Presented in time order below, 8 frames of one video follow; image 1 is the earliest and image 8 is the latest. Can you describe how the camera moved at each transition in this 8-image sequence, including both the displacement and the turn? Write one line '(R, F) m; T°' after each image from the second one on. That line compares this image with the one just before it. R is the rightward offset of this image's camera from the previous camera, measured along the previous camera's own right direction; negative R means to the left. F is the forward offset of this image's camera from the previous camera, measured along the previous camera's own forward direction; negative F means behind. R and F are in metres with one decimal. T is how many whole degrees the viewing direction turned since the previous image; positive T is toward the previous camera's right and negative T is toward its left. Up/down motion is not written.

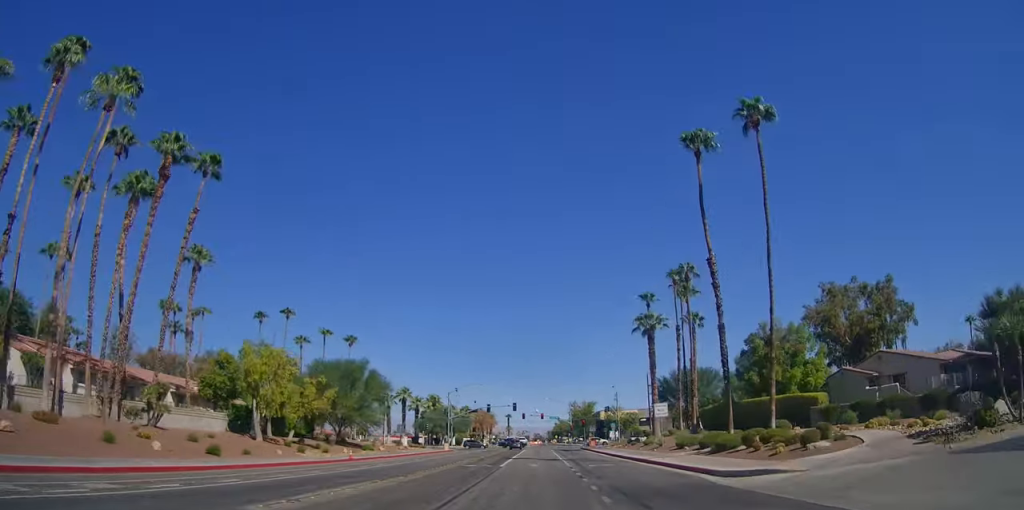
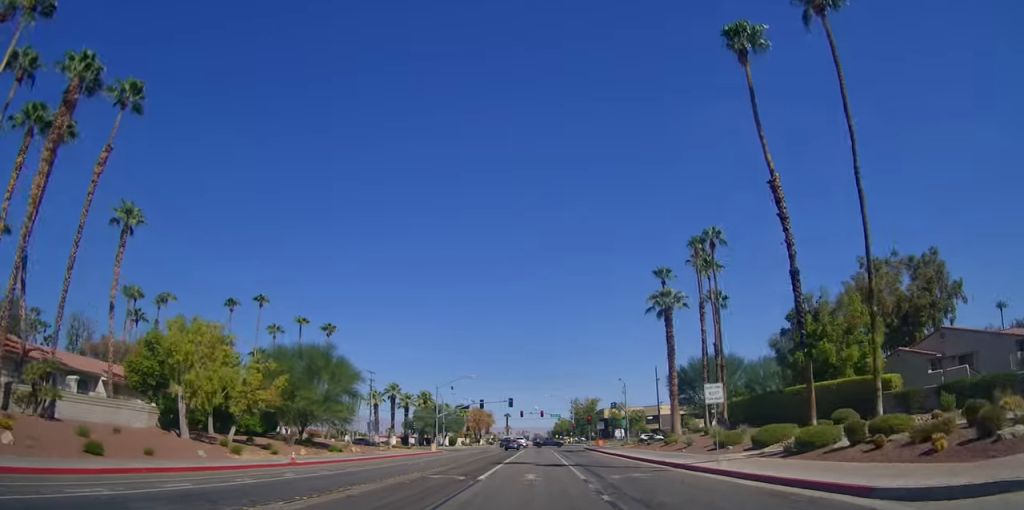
(0.0, +10.2) m; 0°
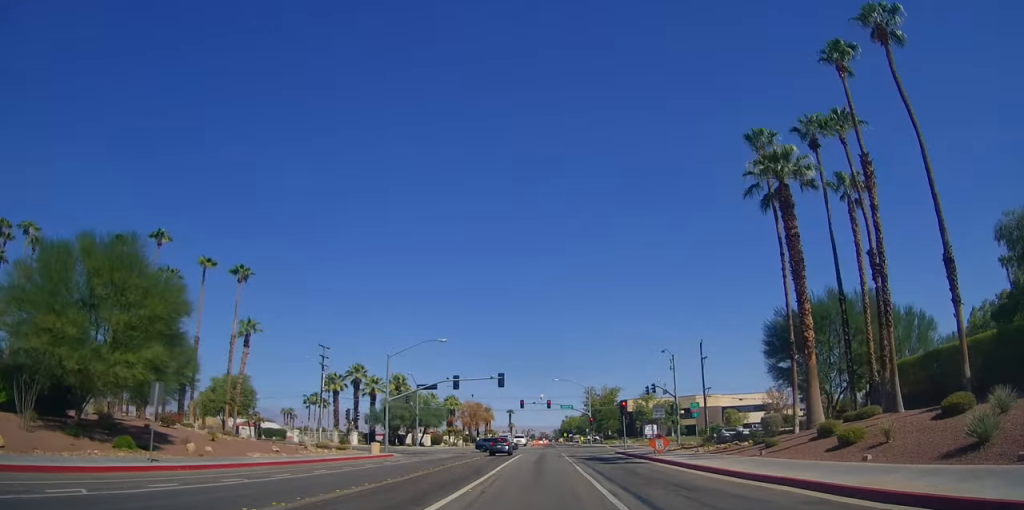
(0.0, +32.4) m; 0°
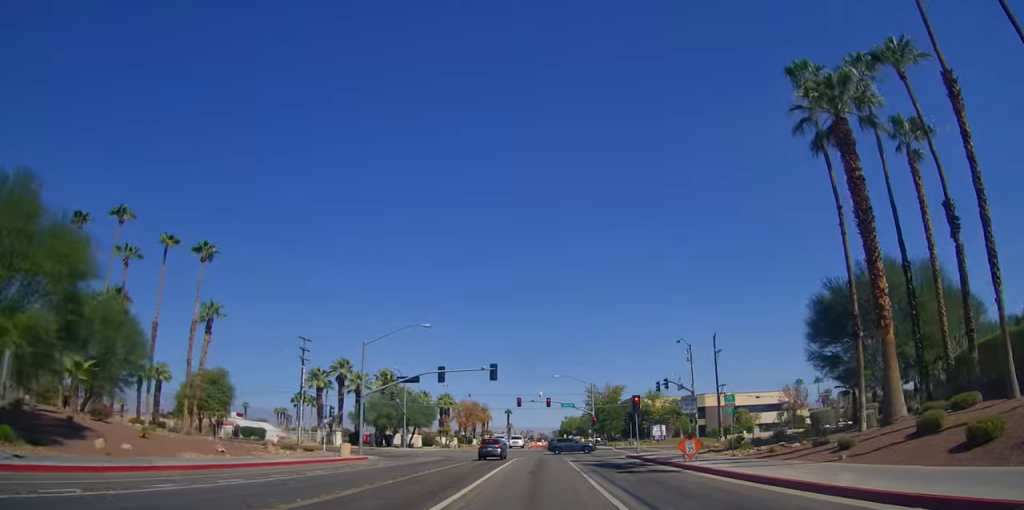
(0.0, +9.2) m; 0°
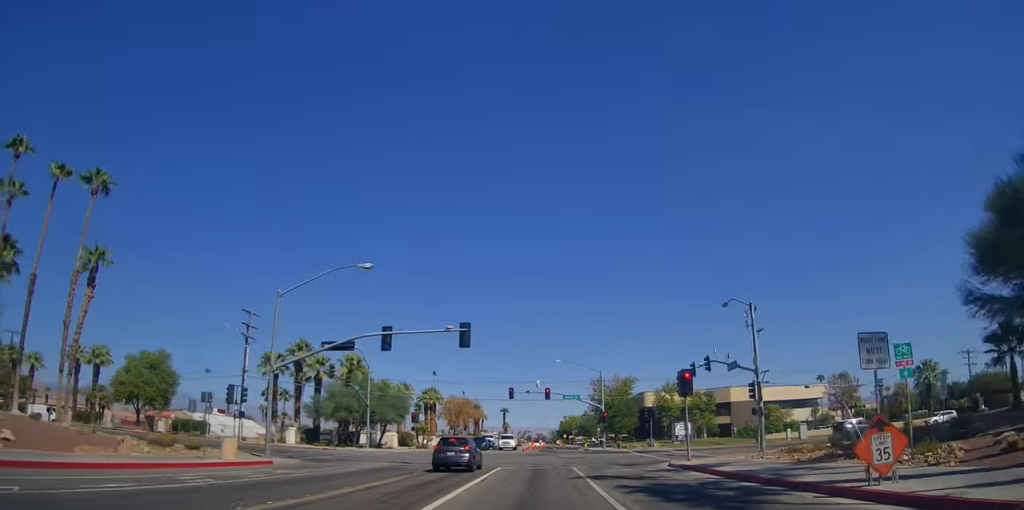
(0.0, +19.6) m; 0°
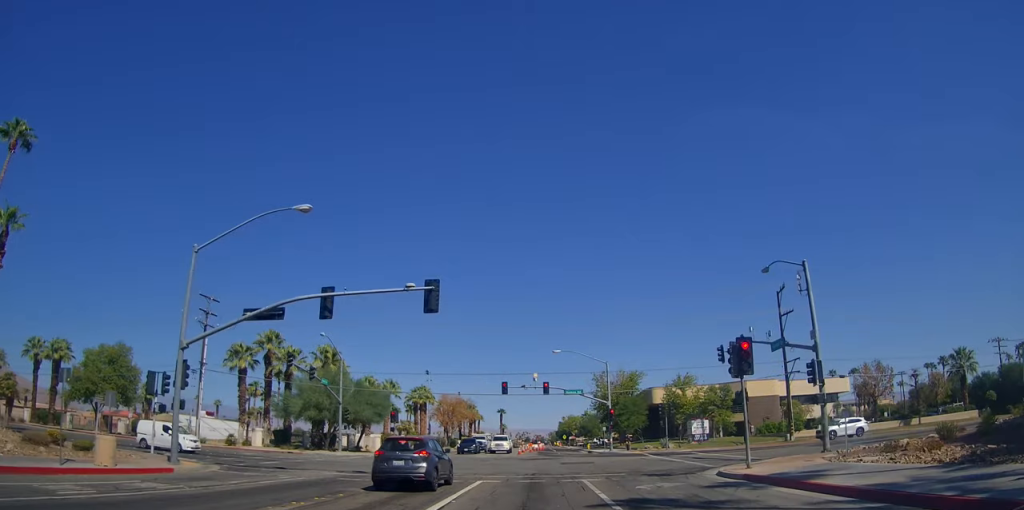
(0.0, +10.5) m; 0°
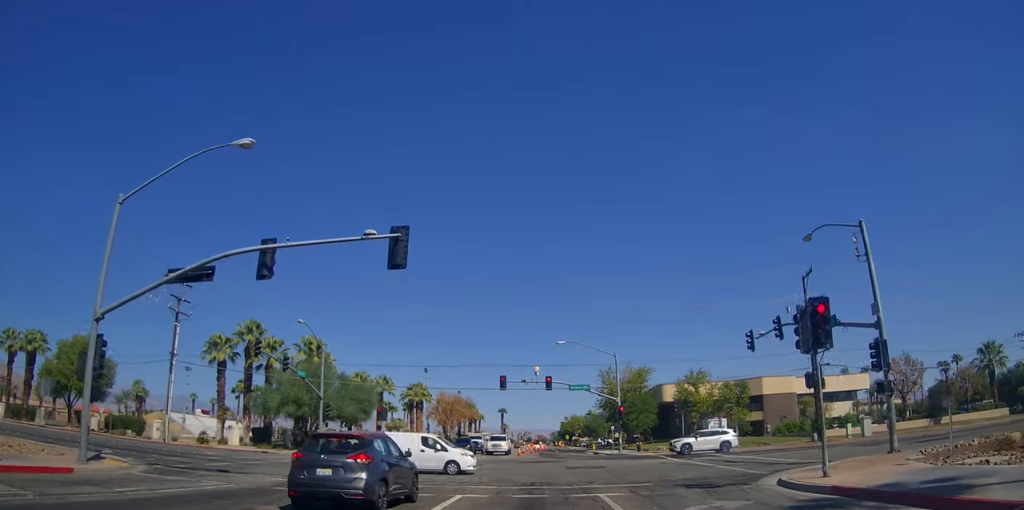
(0.0, +7.1) m; 0°
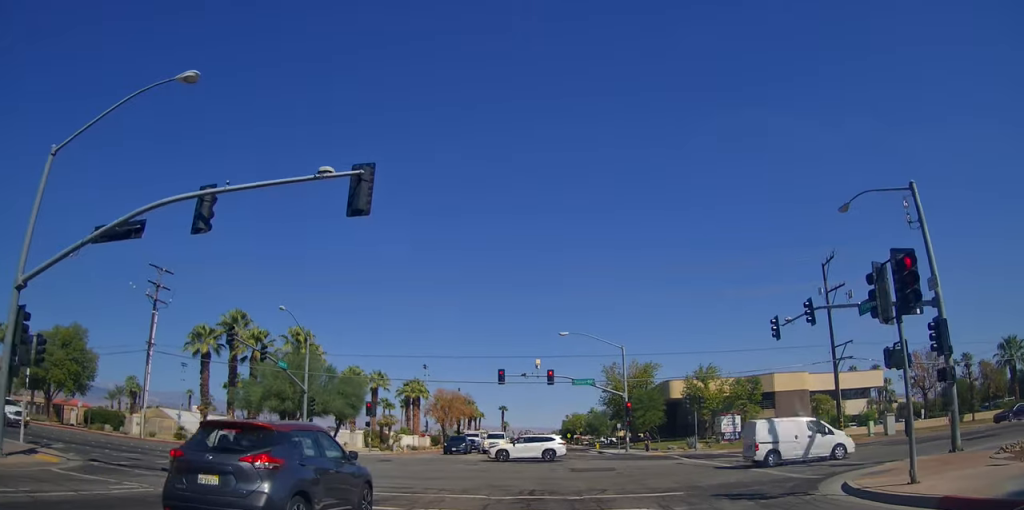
(0.0, +5.2) m; 0°
